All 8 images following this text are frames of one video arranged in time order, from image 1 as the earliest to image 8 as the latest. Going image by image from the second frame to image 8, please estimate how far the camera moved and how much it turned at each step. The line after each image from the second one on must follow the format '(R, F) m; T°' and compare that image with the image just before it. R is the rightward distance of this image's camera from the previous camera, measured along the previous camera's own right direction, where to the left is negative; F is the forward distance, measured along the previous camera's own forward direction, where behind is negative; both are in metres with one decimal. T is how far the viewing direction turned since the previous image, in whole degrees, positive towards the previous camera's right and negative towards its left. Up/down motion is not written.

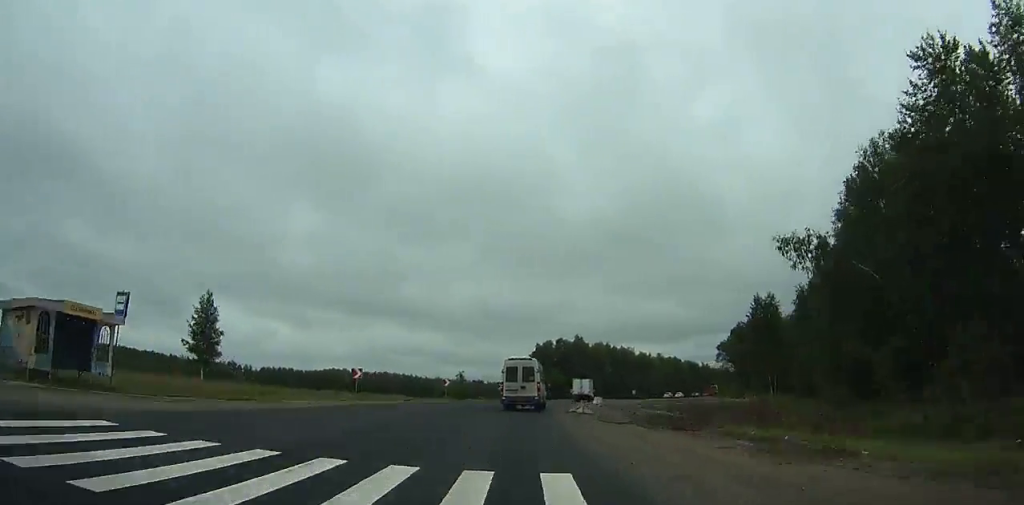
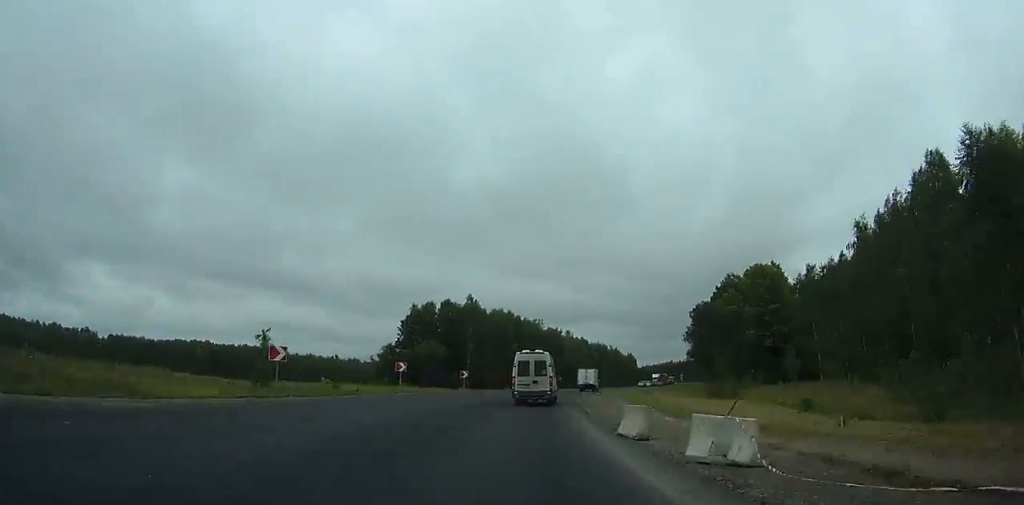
(+4.0, +53.2) m; +11°
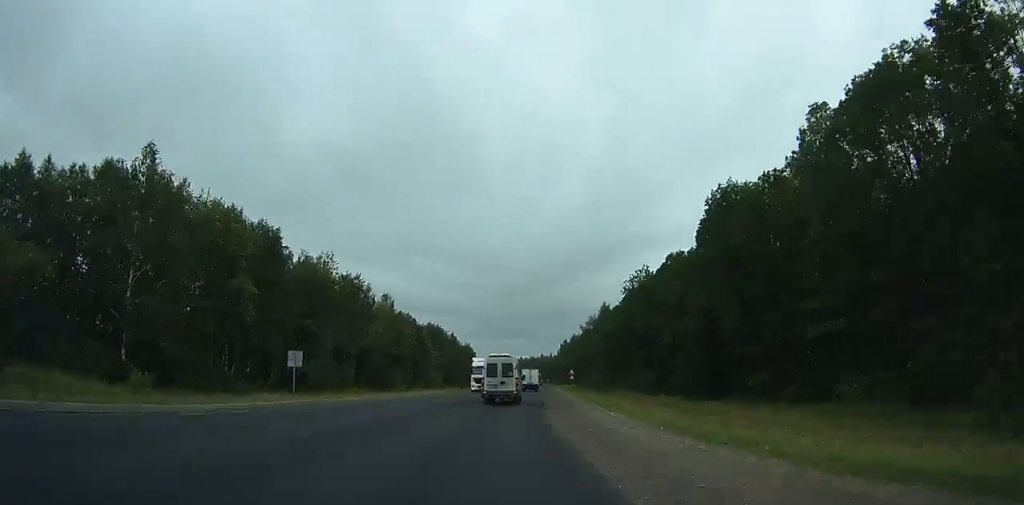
(+11.2, +76.6) m; +12°
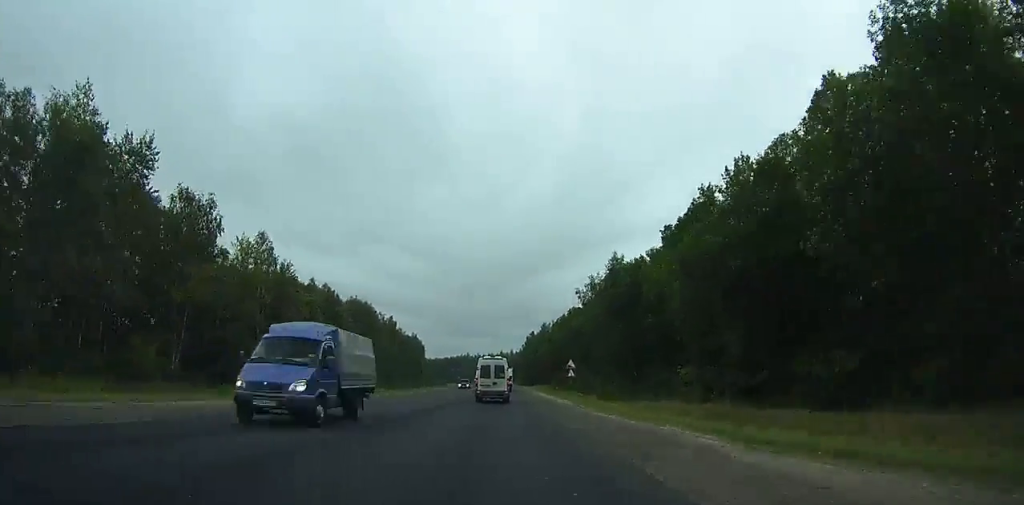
(+2.3, +51.0) m; +5°
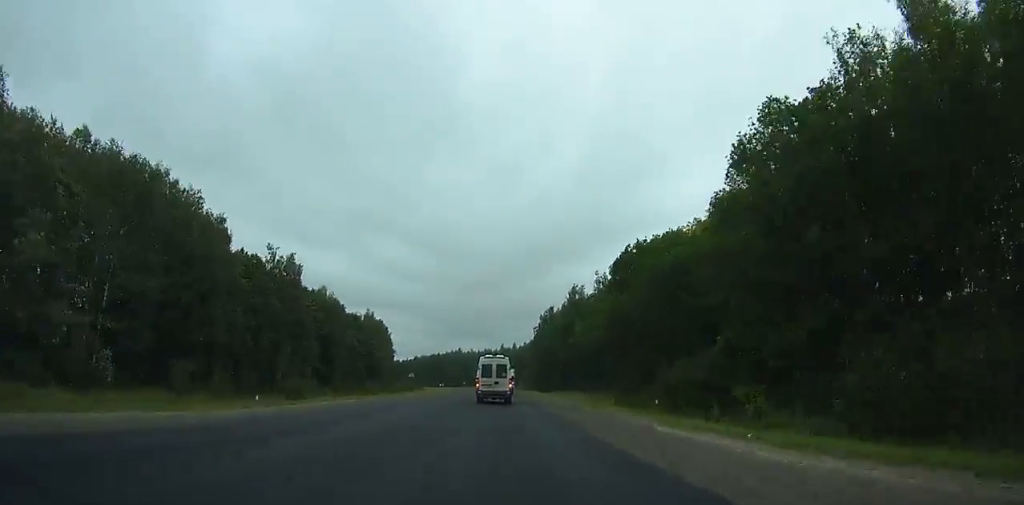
(+4.1, +89.8) m; +3°
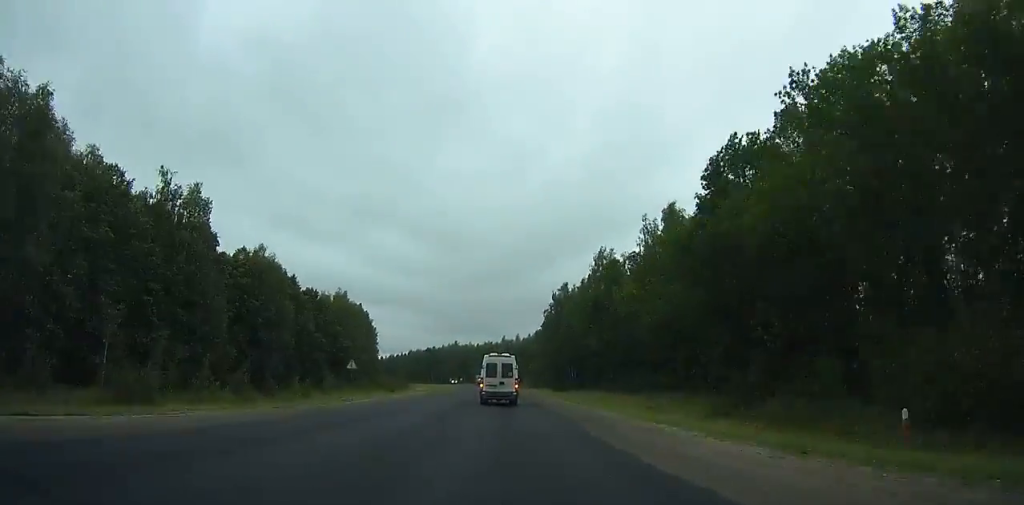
(+0.1, +32.1) m; 0°
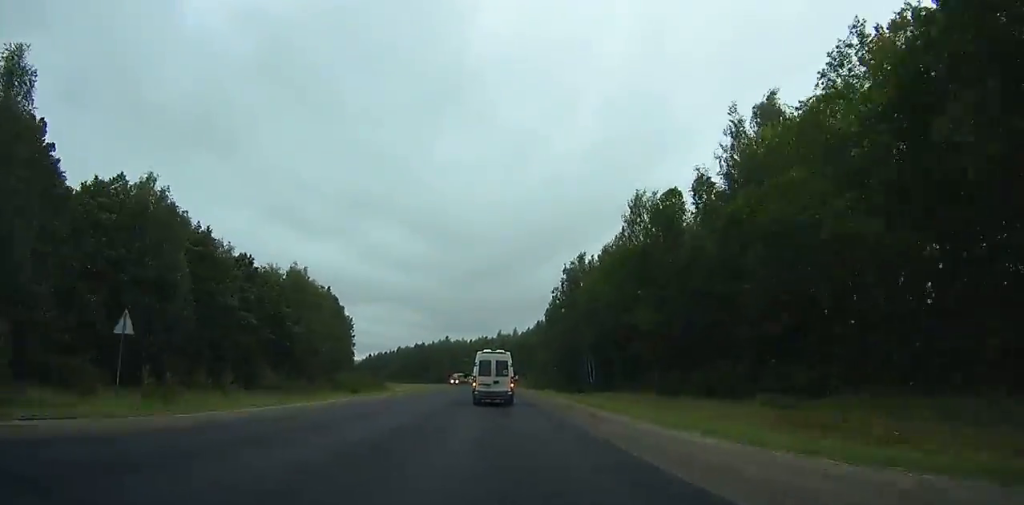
(+0.1, +30.0) m; 0°
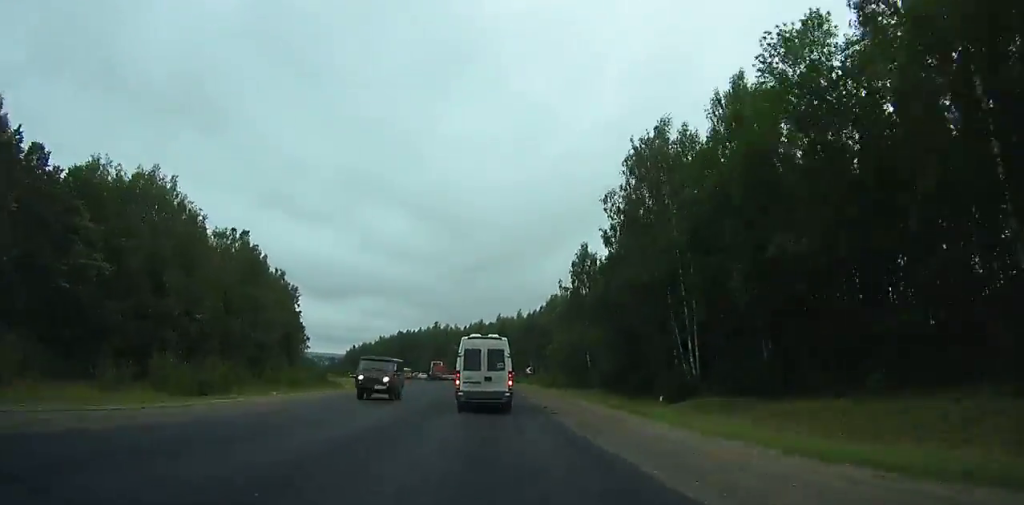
(0.0, +47.8) m; 0°
